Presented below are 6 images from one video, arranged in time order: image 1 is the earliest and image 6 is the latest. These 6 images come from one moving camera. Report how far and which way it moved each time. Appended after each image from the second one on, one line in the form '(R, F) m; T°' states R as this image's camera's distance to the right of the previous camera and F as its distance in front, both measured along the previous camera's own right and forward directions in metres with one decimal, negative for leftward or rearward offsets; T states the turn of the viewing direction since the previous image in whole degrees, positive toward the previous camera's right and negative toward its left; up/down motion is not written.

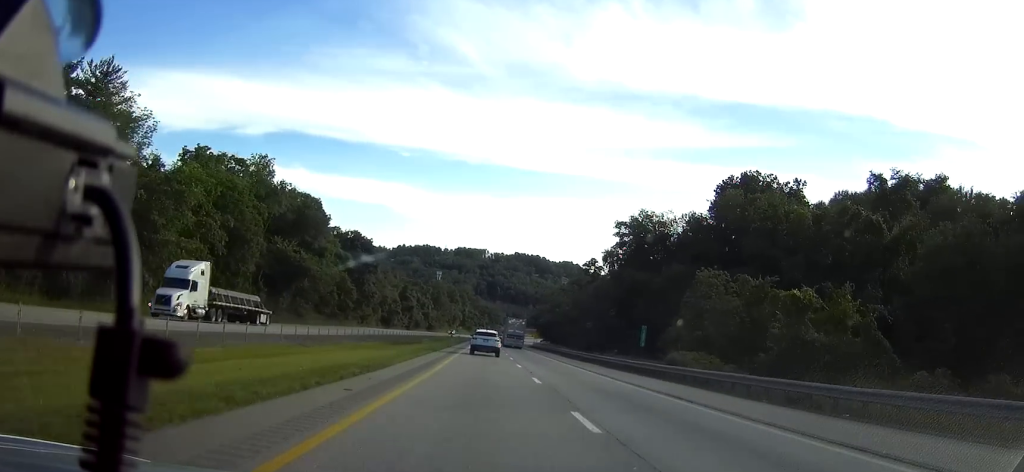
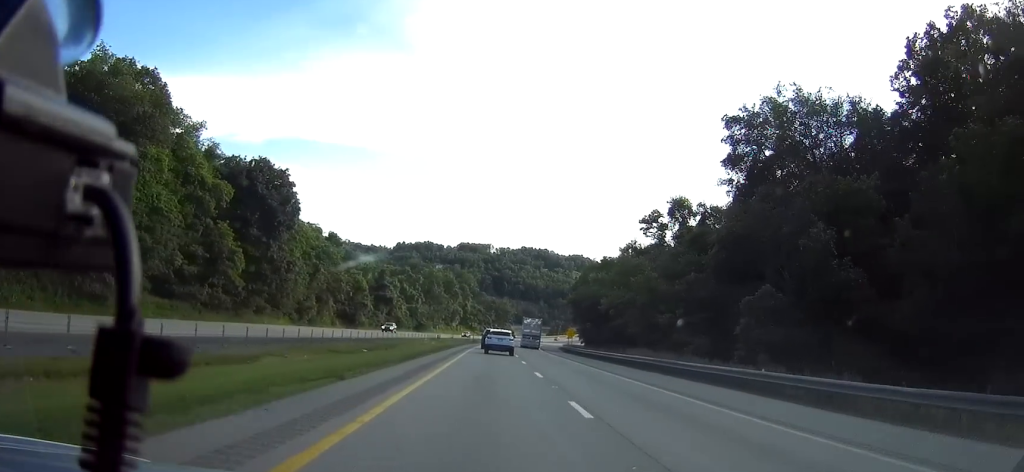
(0.0, +70.8) m; 0°
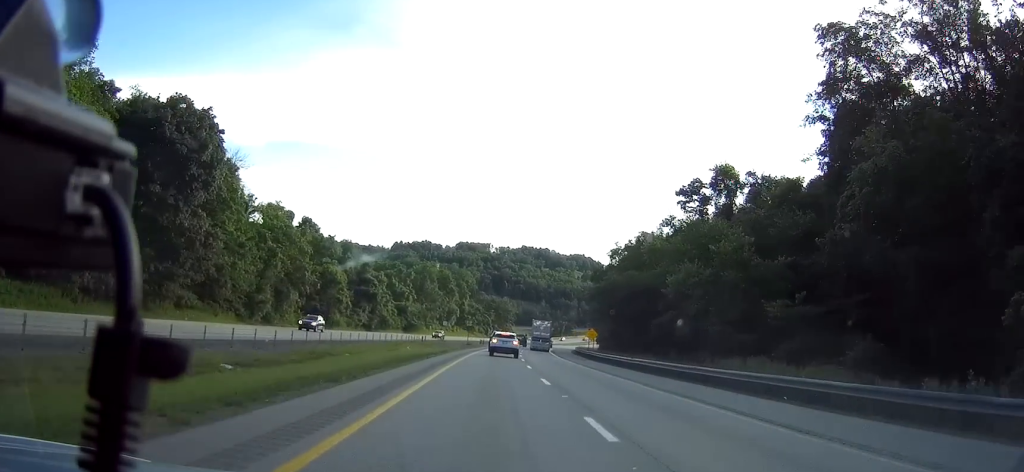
(+0.1, +26.6) m; 0°
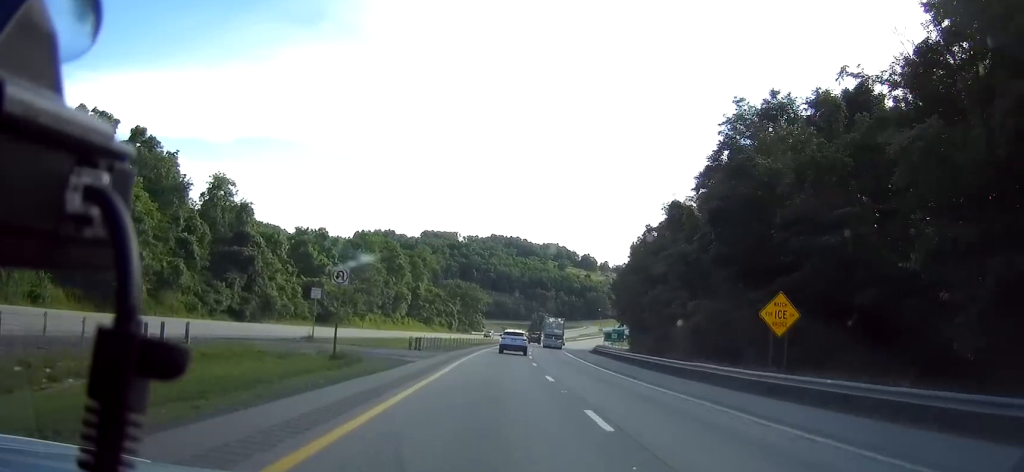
(+1.3, +71.3) m; +3°
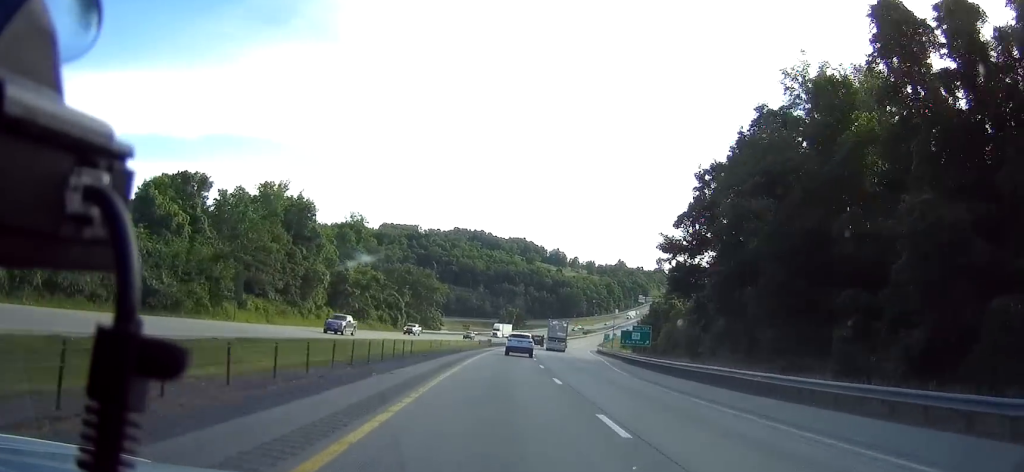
(+1.5, +60.6) m; +3°
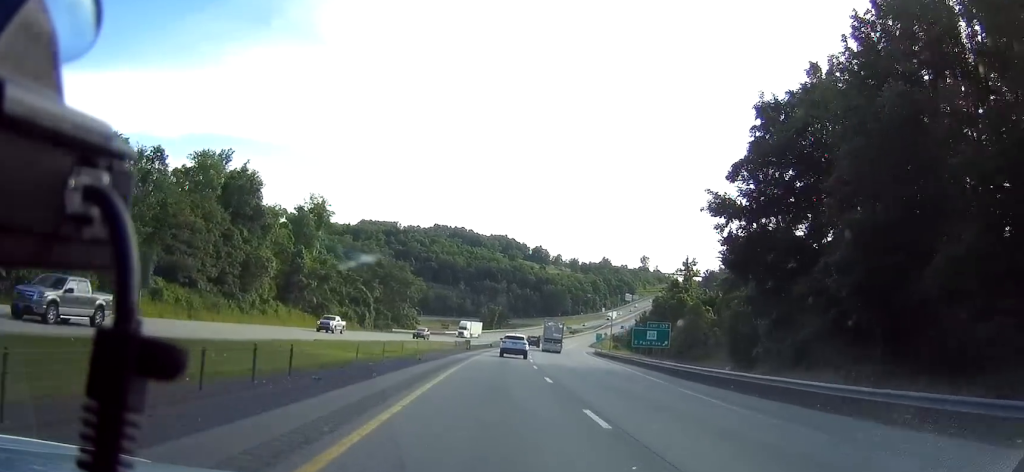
(+0.1, +22.7) m; +1°
